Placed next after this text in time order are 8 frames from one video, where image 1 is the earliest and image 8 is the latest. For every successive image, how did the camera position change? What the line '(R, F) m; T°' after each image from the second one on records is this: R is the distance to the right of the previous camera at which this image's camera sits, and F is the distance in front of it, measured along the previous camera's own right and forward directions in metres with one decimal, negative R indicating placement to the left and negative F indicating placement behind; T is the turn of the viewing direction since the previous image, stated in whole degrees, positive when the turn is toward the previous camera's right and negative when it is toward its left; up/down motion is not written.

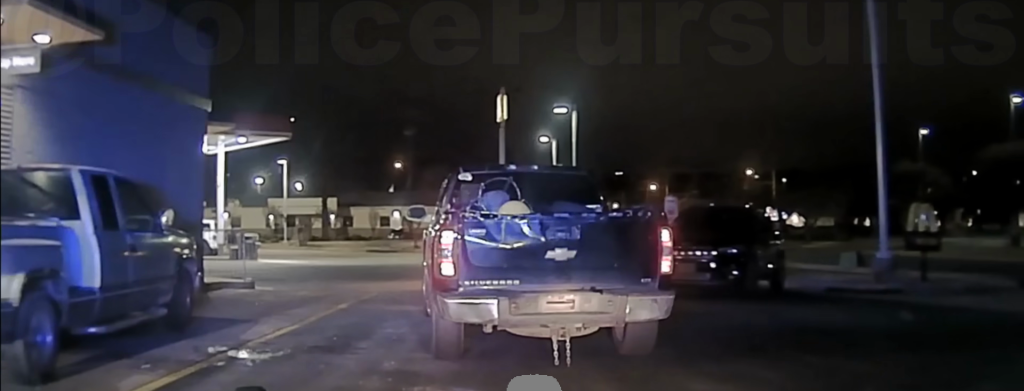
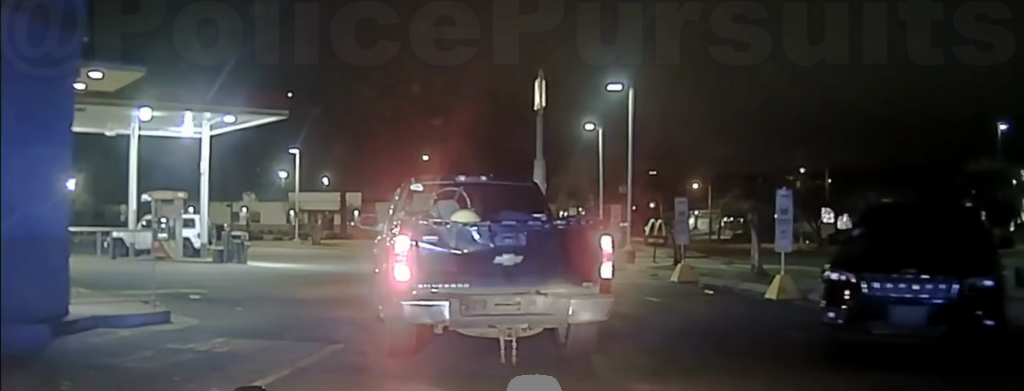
(-0.5, +9.0) m; -4°
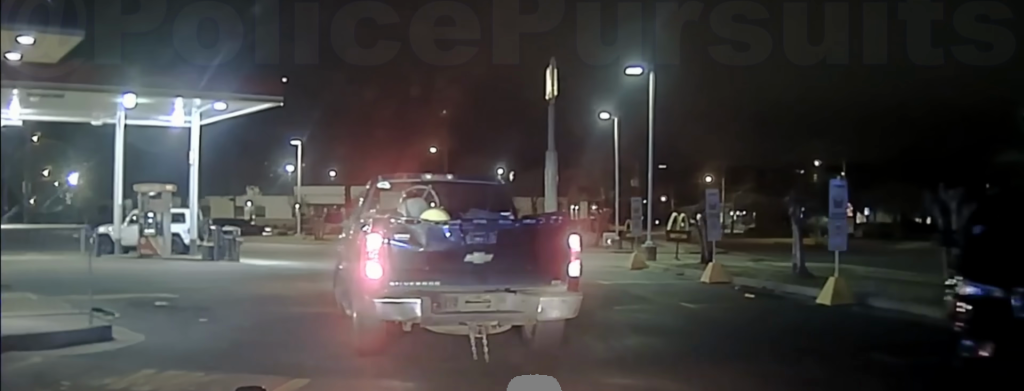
(-0.4, +2.6) m; -1°
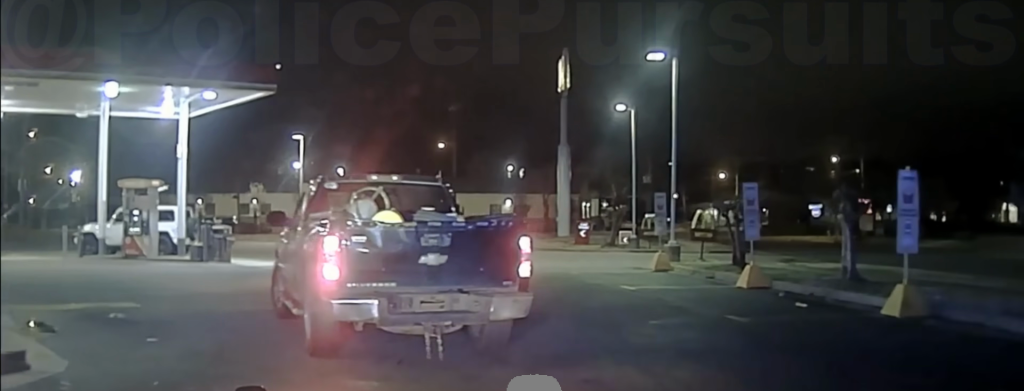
(+0.3, +2.3) m; +1°
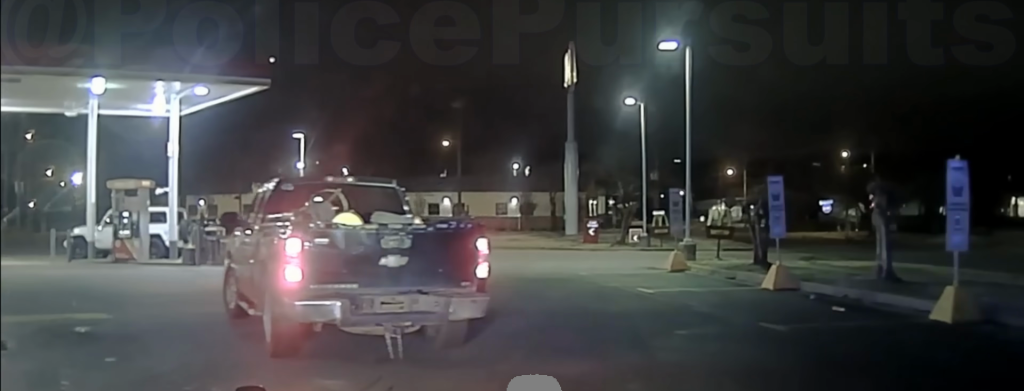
(+0.1, +1.3) m; 0°
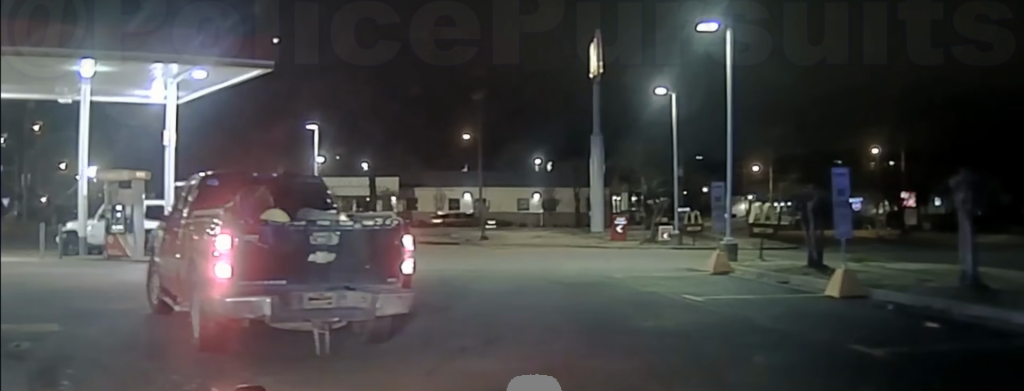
(-0.2, +1.9) m; -8°
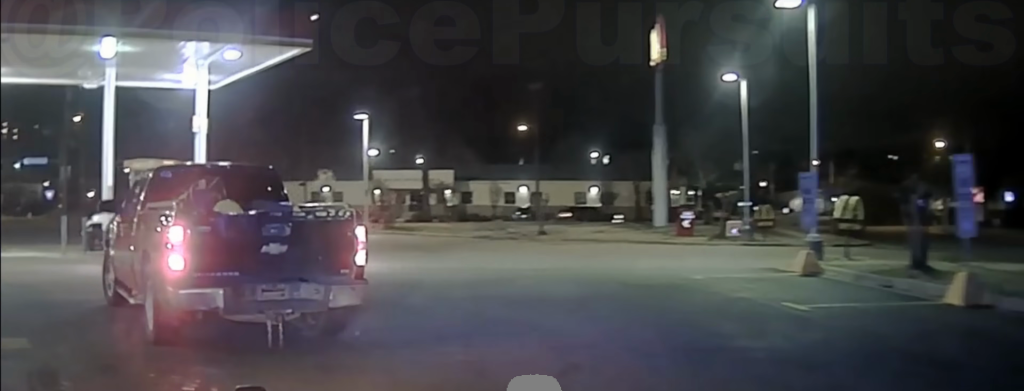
(-0.1, +1.7) m; -7°
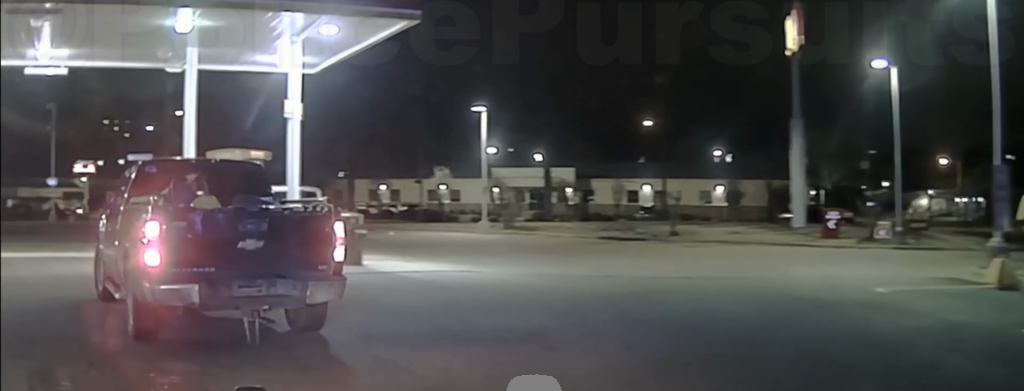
(-0.2, +2.4) m; -7°
